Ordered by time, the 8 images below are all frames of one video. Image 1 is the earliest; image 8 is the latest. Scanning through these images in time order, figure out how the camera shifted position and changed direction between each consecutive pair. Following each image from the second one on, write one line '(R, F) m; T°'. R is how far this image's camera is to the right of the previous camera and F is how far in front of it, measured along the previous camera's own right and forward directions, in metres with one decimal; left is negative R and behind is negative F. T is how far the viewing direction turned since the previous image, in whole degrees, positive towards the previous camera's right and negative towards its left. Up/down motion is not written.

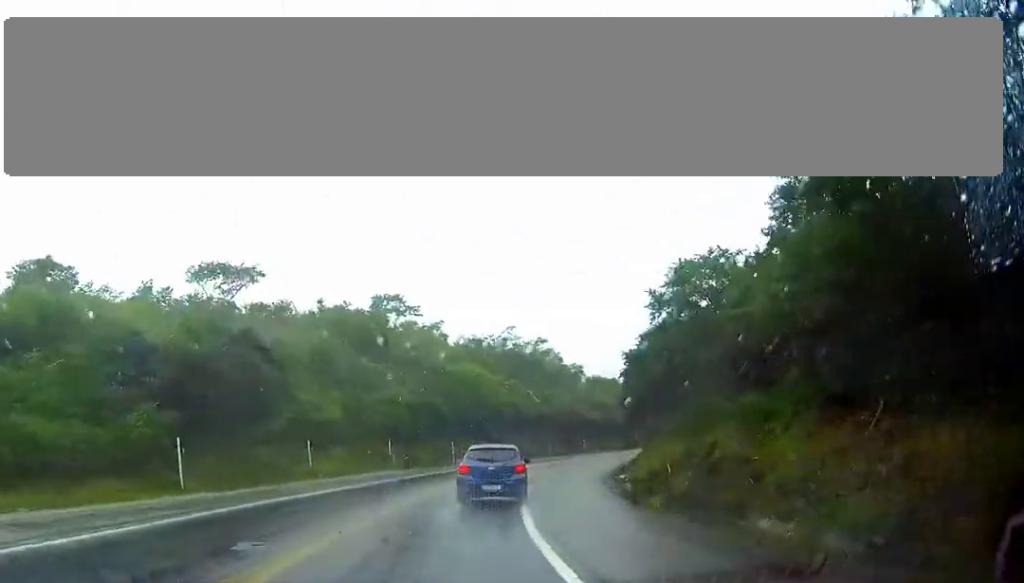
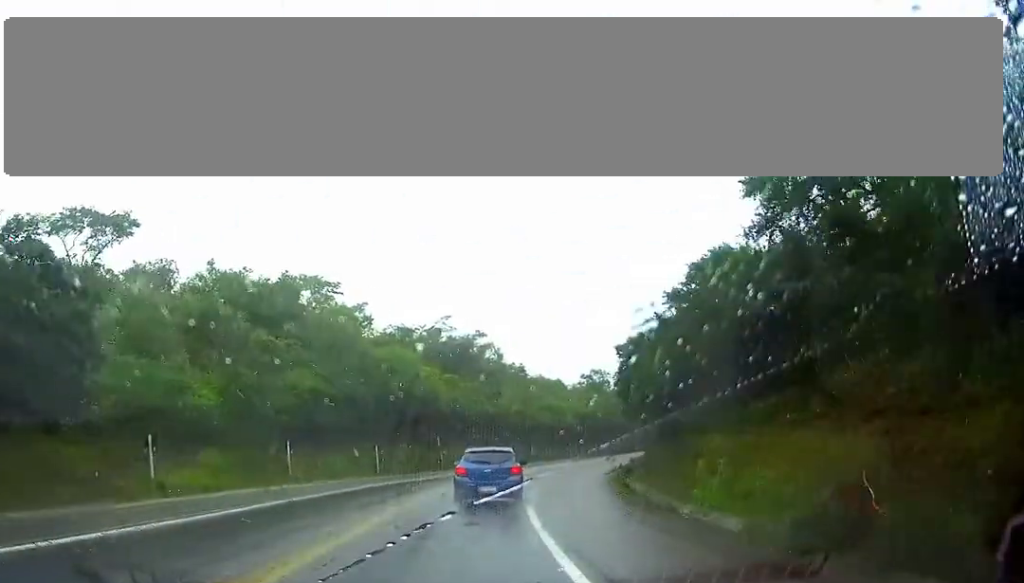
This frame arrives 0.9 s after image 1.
(+0.7, +15.1) m; +6°
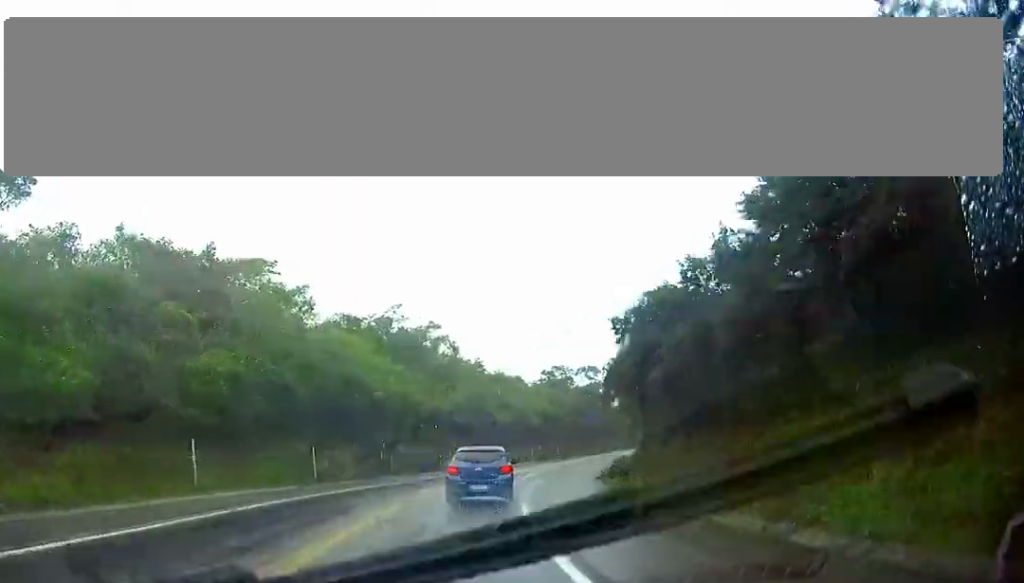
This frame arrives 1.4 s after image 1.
(+0.2, +8.9) m; +4°
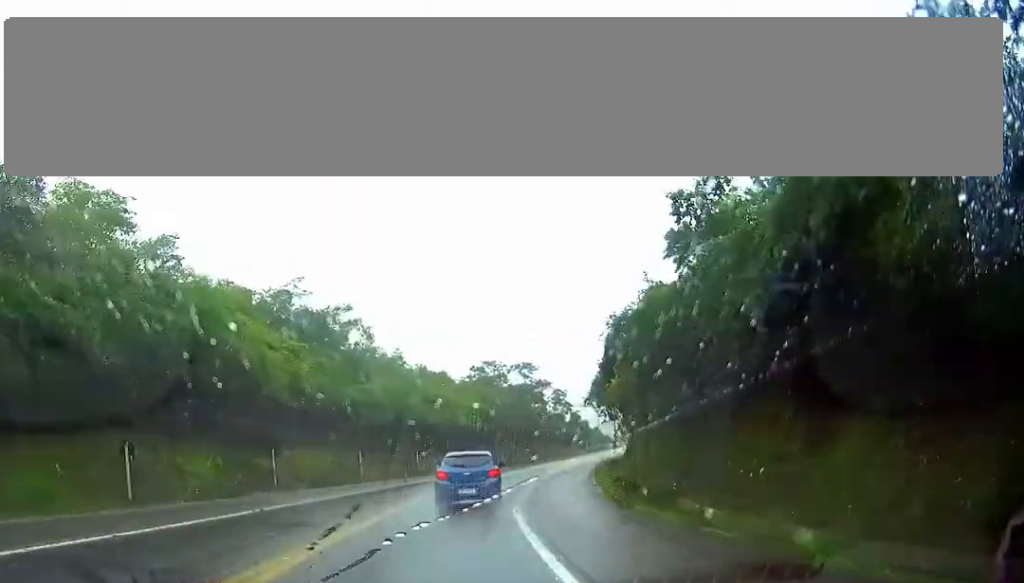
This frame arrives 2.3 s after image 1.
(+1.1, +17.3) m; +6°
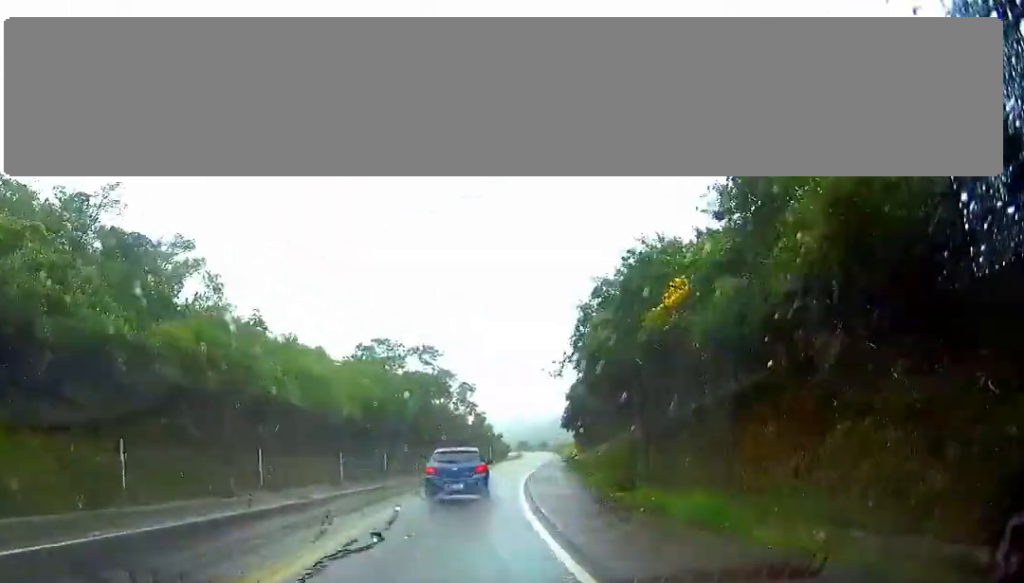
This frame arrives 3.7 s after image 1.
(+1.9, +25.3) m; +8°
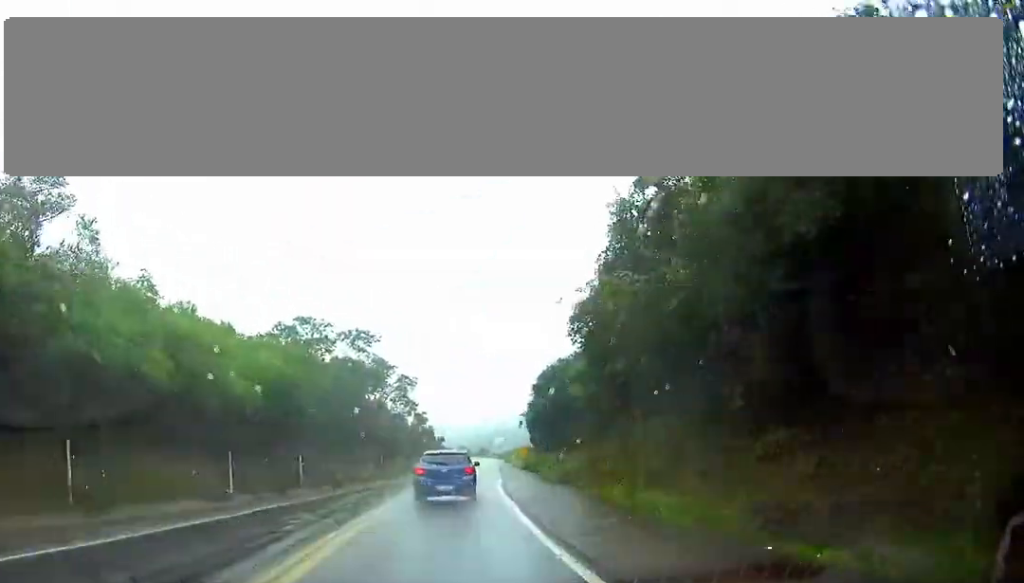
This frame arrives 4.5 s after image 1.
(+0.7, +14.7) m; +3°
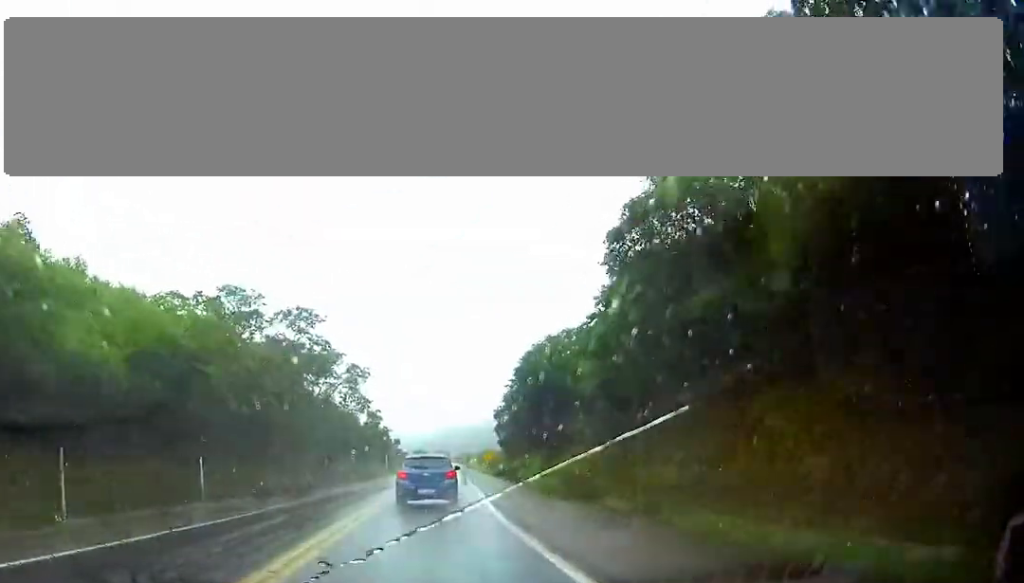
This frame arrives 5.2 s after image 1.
(0.0, +13.2) m; +2°
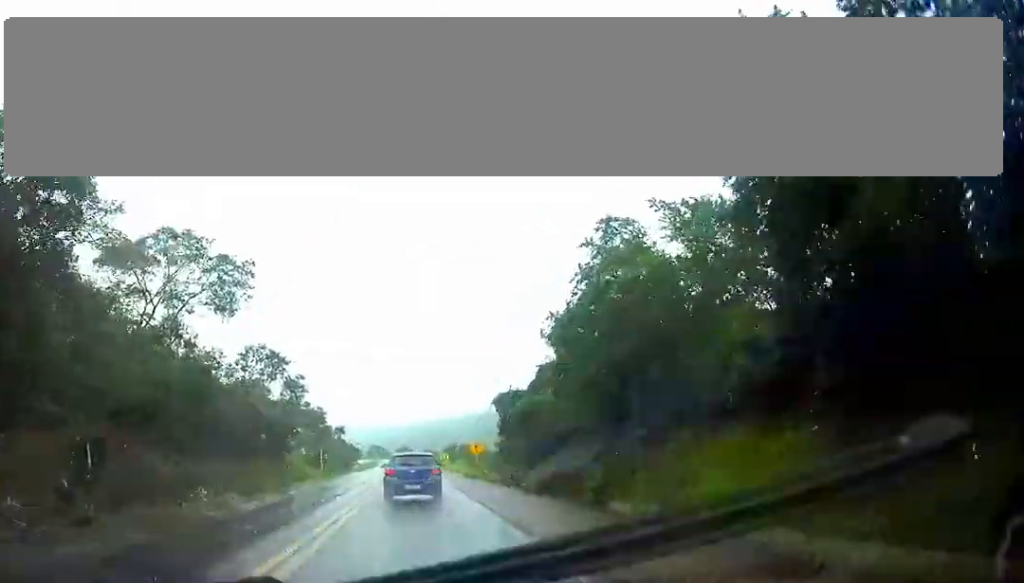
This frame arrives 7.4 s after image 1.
(+2.4, +41.9) m; +5°
